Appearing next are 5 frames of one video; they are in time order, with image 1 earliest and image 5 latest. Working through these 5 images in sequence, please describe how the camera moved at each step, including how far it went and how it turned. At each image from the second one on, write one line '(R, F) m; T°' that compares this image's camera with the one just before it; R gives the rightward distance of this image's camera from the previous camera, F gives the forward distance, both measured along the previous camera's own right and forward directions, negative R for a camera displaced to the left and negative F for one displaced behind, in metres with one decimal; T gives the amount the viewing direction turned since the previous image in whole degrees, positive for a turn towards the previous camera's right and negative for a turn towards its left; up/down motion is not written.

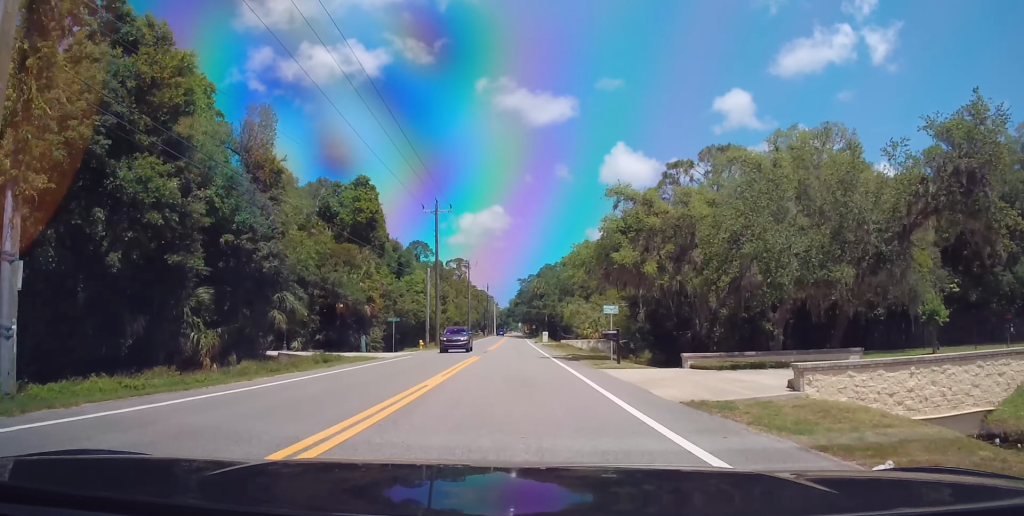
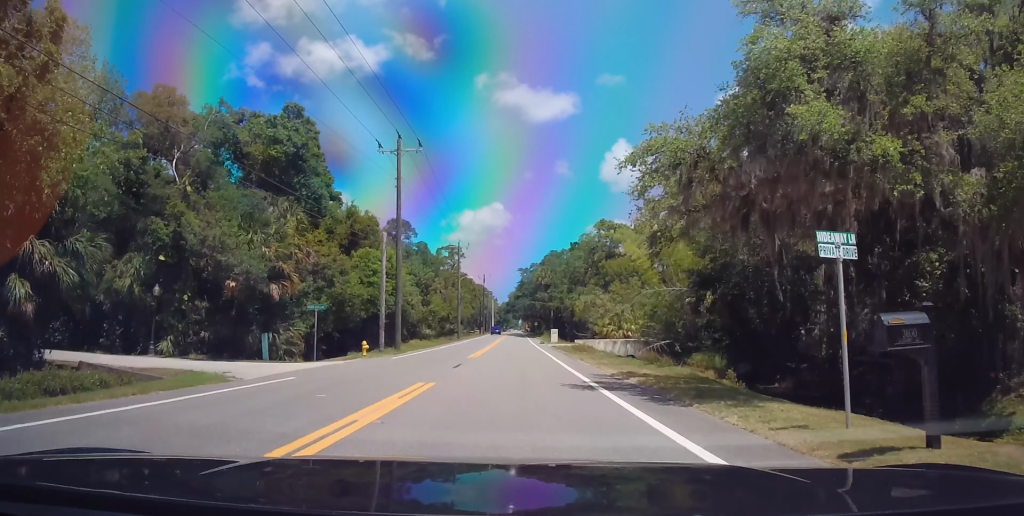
(+0.2, +18.7) m; +1°
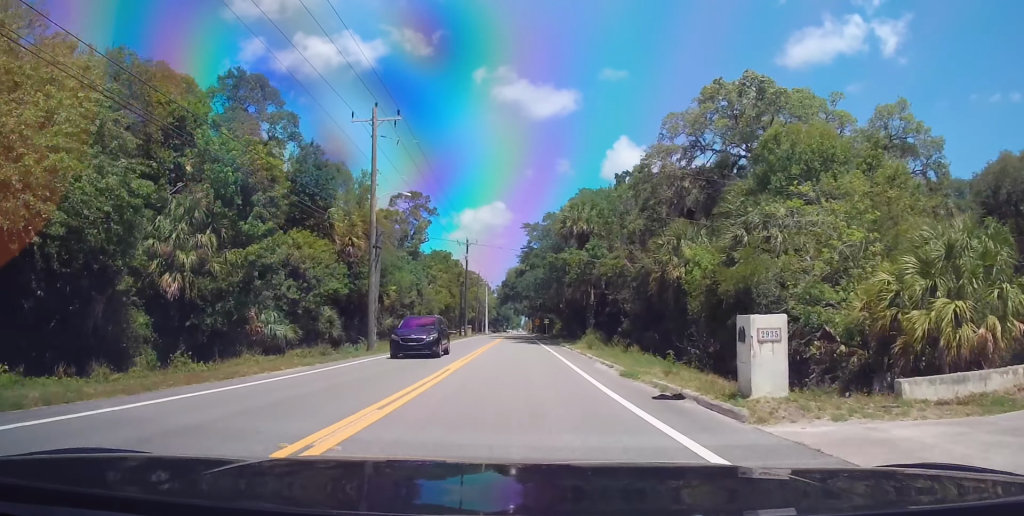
(-1.0, +50.7) m; 0°
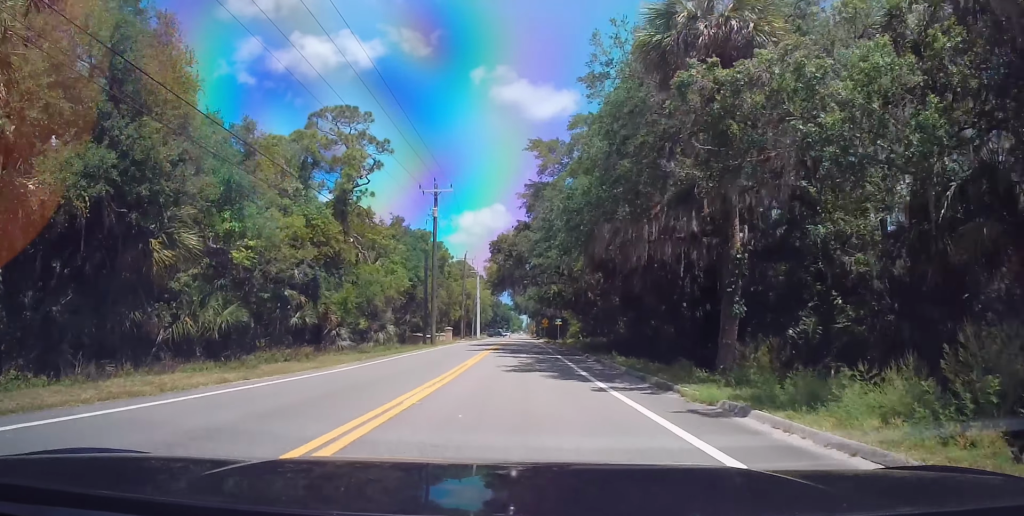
(+0.2, +32.9) m; 0°
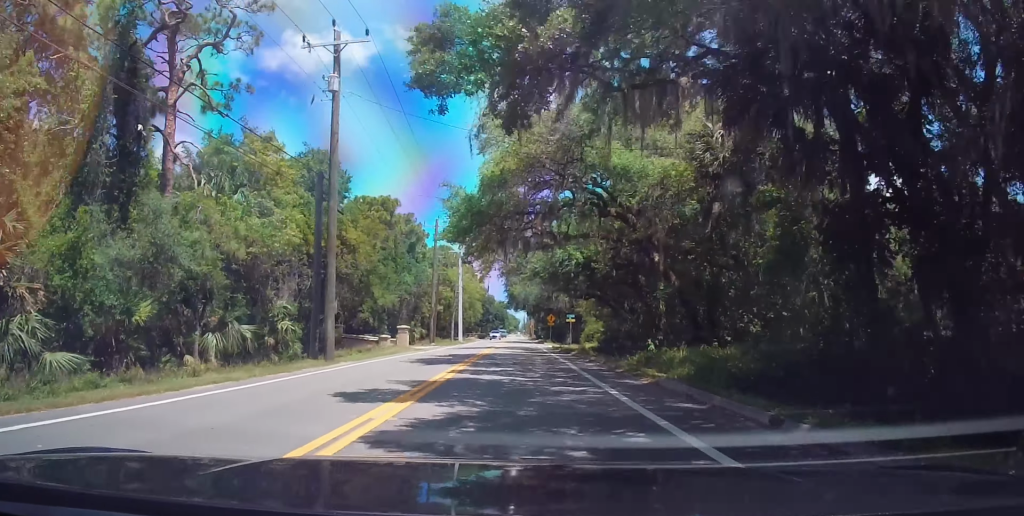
(-0.5, +27.5) m; -2°
